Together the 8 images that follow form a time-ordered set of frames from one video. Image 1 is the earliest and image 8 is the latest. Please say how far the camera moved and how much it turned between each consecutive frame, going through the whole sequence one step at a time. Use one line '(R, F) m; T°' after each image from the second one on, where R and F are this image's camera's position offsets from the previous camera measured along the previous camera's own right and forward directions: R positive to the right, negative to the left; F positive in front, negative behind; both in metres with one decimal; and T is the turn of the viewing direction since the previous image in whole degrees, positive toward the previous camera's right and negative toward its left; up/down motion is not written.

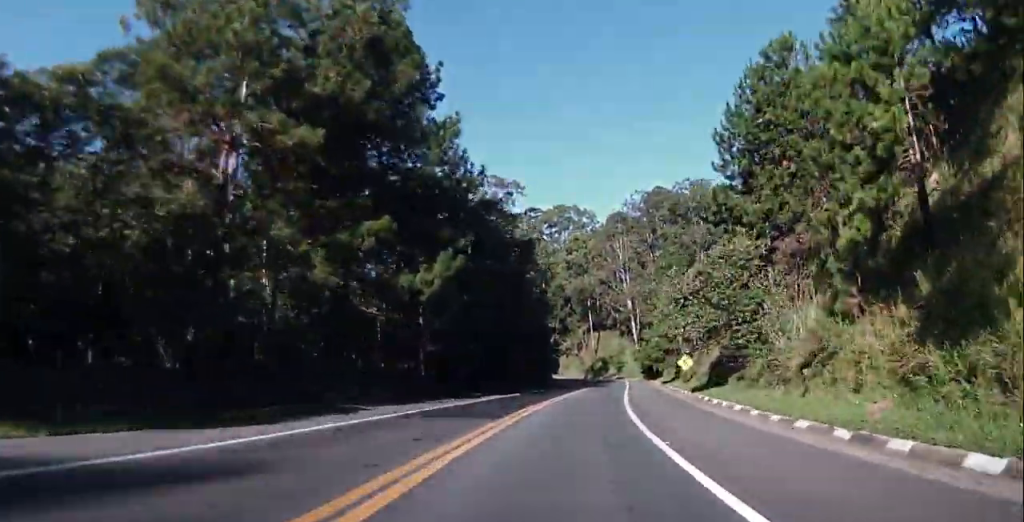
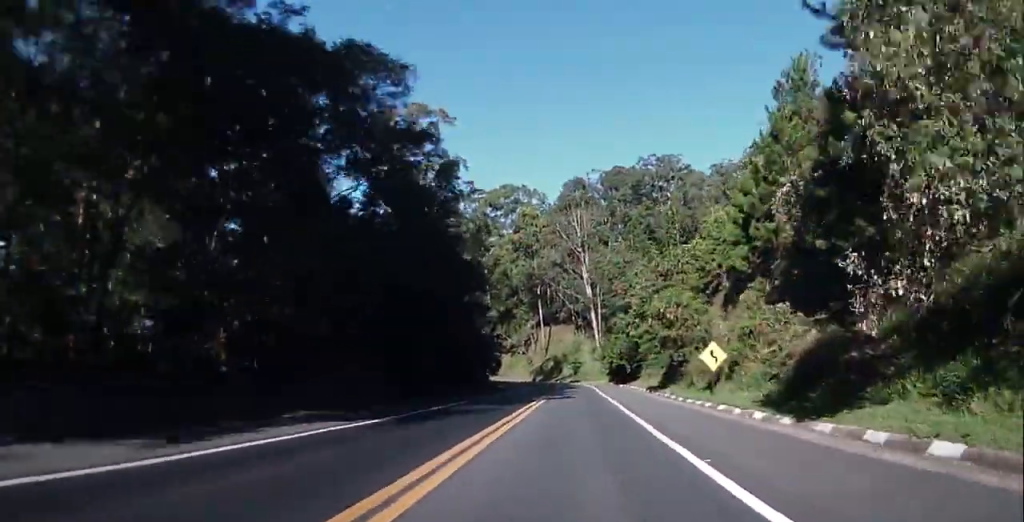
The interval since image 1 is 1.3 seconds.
(+2.1, +25.6) m; +6°
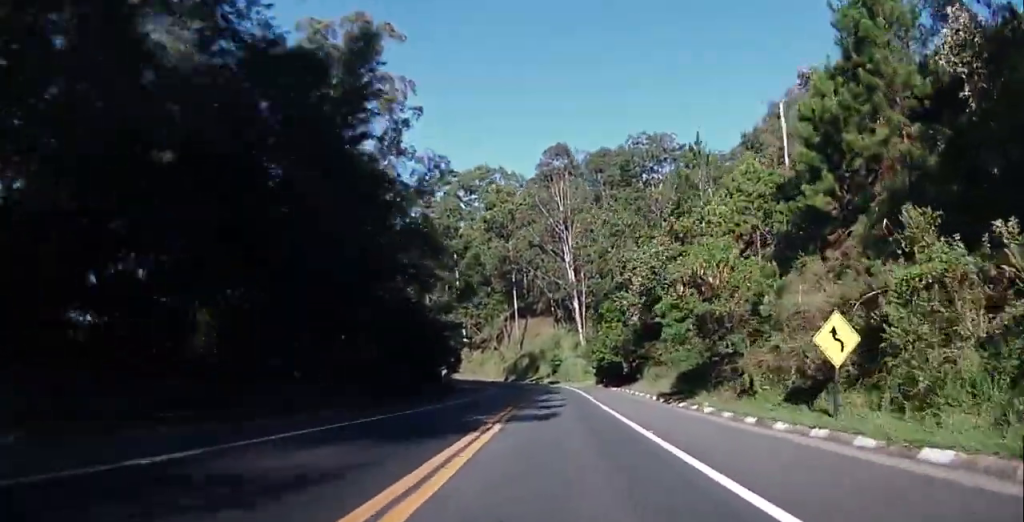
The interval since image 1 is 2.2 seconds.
(+0.3, +17.1) m; +1°
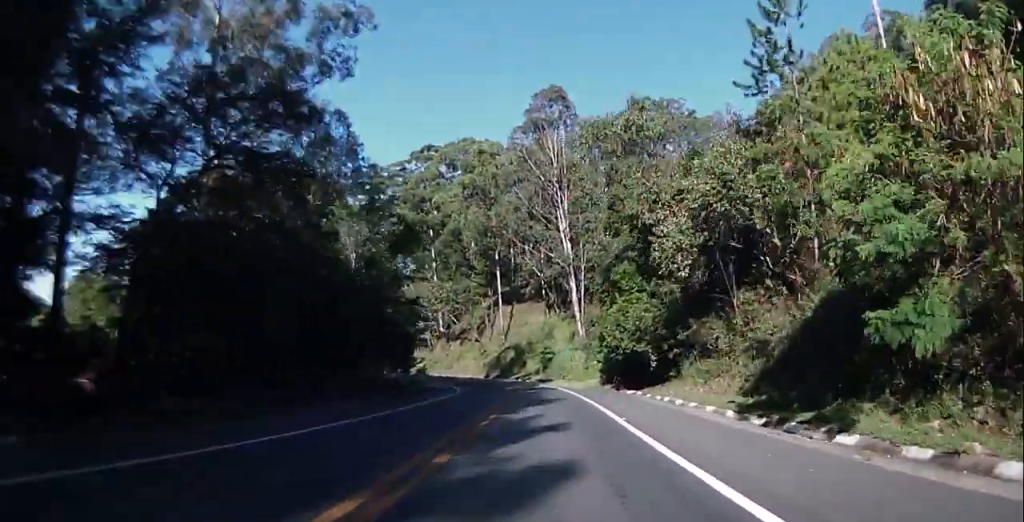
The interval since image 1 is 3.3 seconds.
(+0.1, +19.7) m; 0°
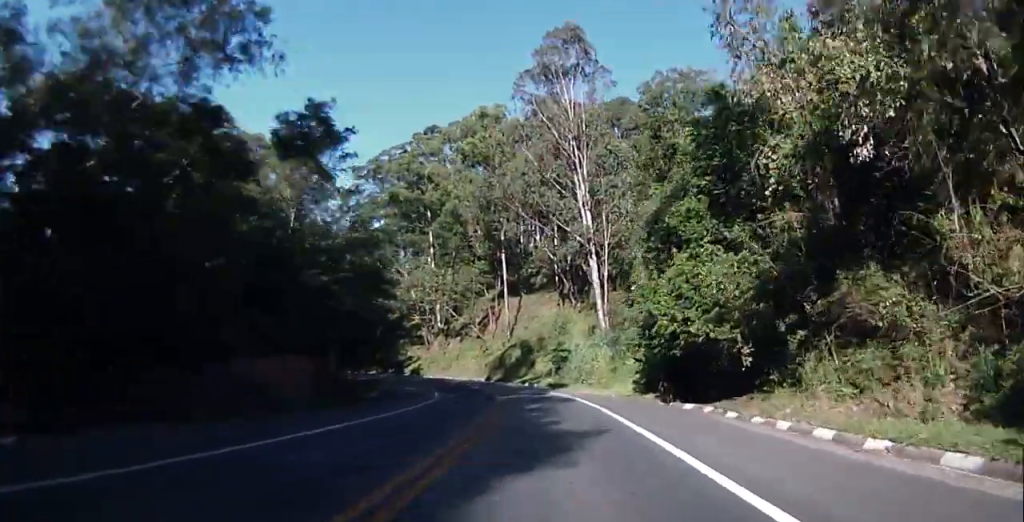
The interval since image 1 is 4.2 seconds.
(0.0, +16.3) m; 0°
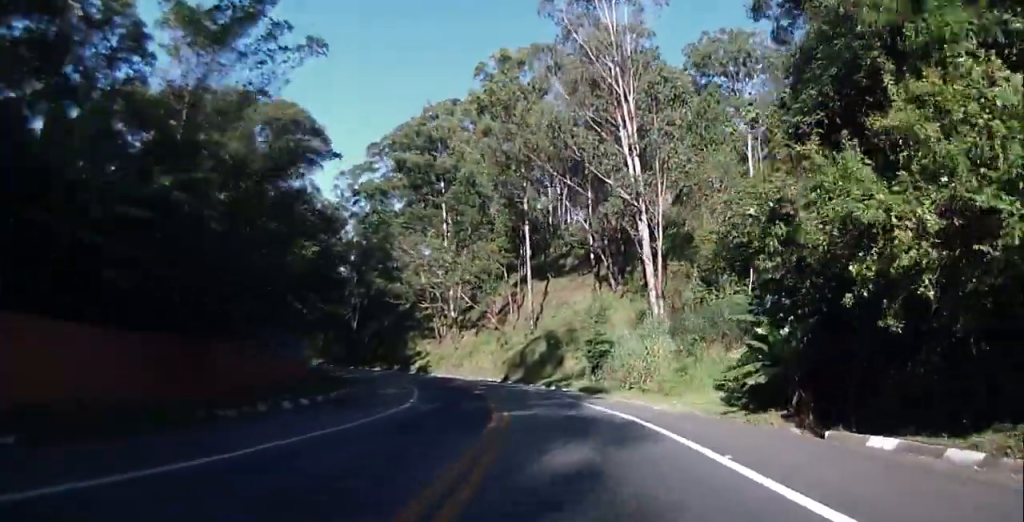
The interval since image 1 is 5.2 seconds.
(0.0, +16.1) m; -2°
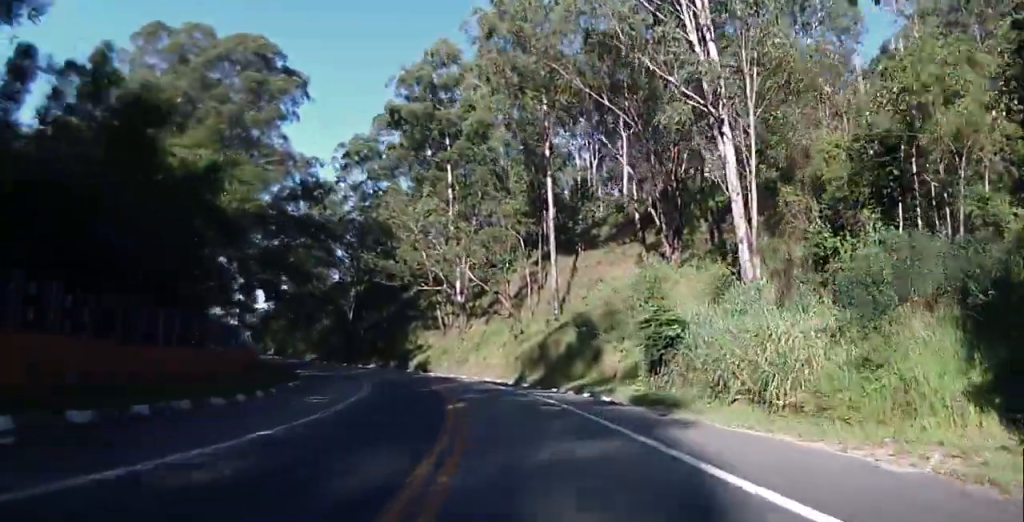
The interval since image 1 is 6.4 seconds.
(-0.7, +17.2) m; -4°
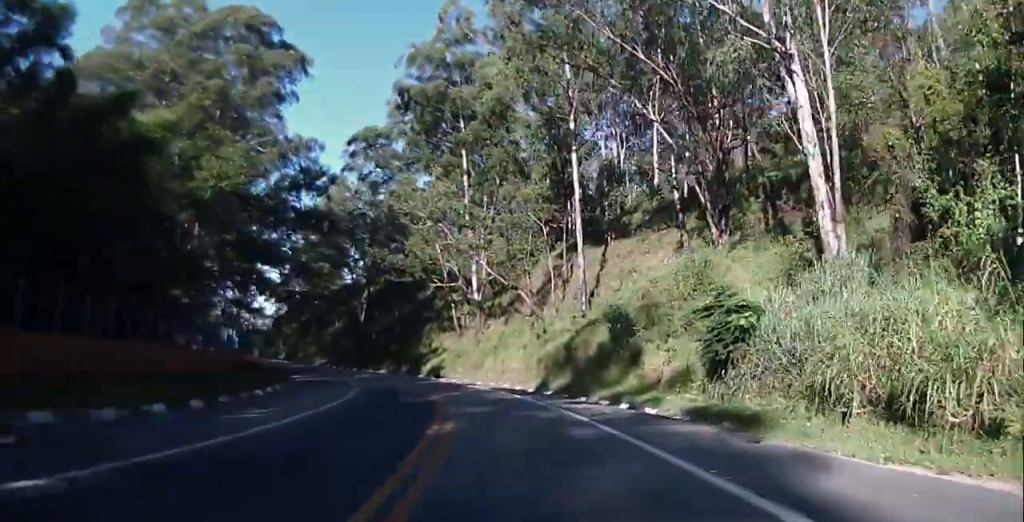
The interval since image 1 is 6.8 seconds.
(-0.1, +6.9) m; -1°
